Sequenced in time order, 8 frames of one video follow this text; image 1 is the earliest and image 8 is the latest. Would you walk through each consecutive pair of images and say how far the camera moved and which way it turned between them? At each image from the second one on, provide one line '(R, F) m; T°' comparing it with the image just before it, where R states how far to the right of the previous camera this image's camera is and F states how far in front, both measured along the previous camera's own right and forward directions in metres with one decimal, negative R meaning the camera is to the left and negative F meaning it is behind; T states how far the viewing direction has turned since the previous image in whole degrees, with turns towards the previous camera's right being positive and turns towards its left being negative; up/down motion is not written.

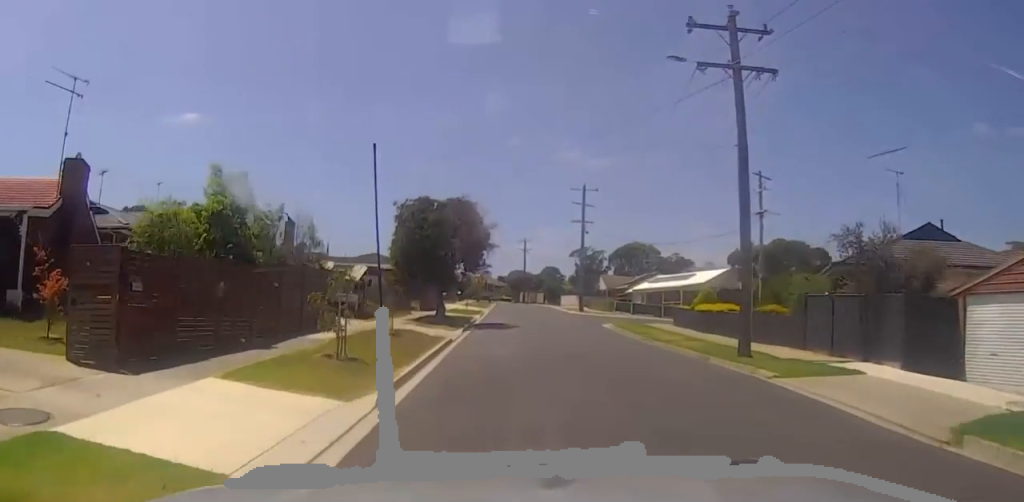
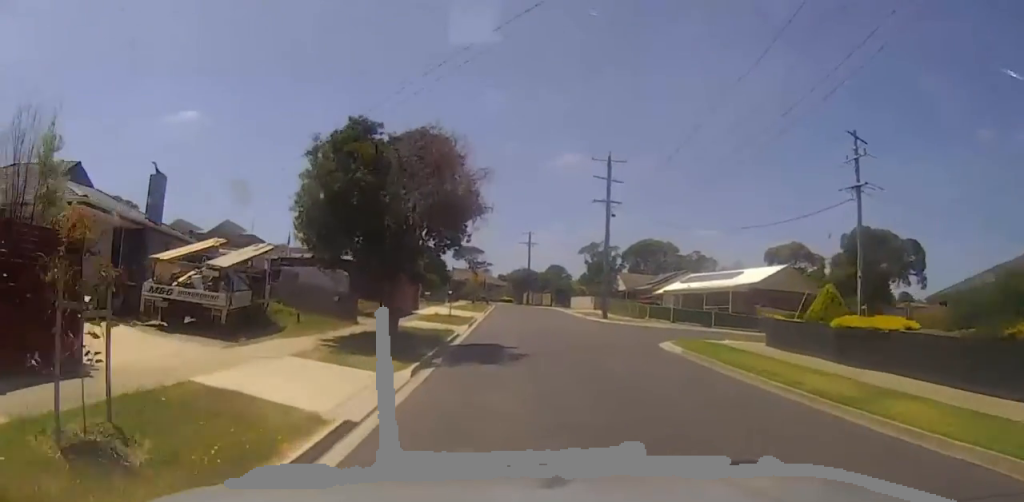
(-0.3, +15.8) m; 0°
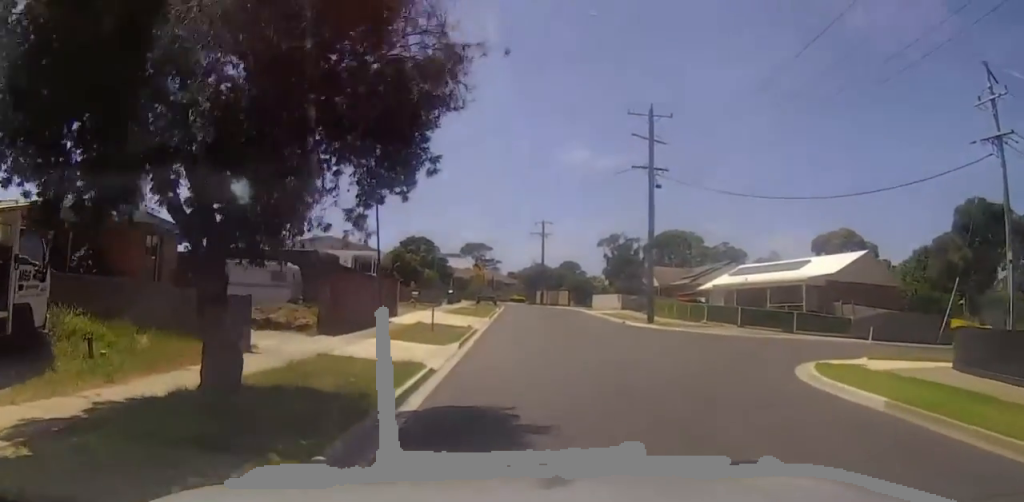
(+0.3, +13.0) m; -1°
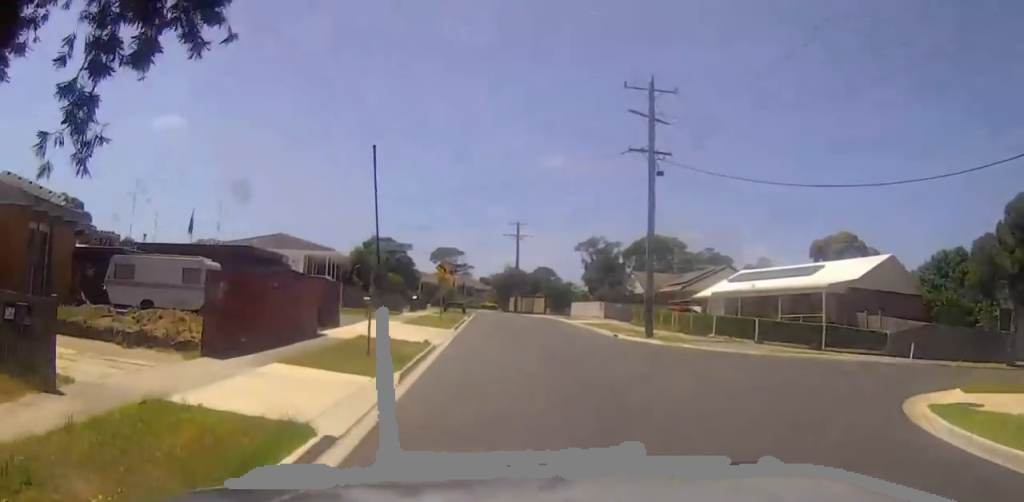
(+0.1, +7.0) m; -2°
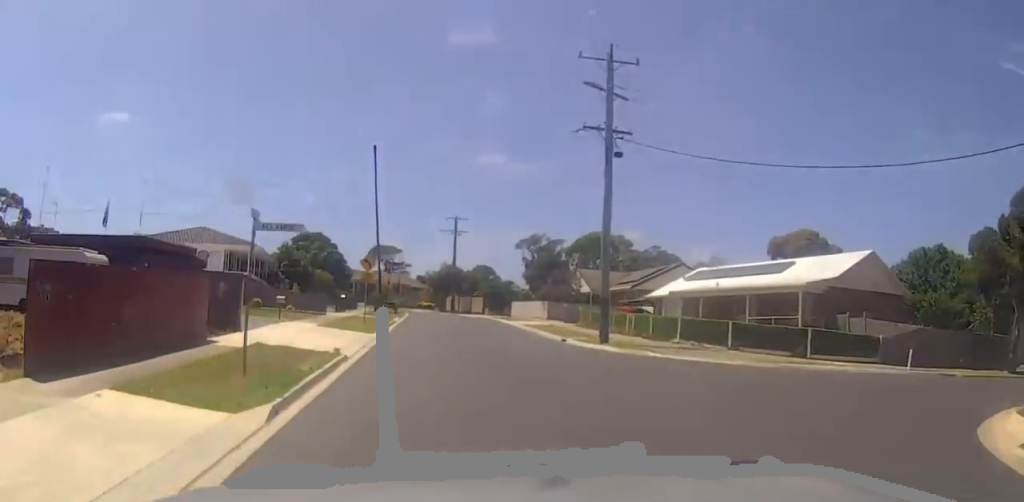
(-0.7, +4.7) m; +8°
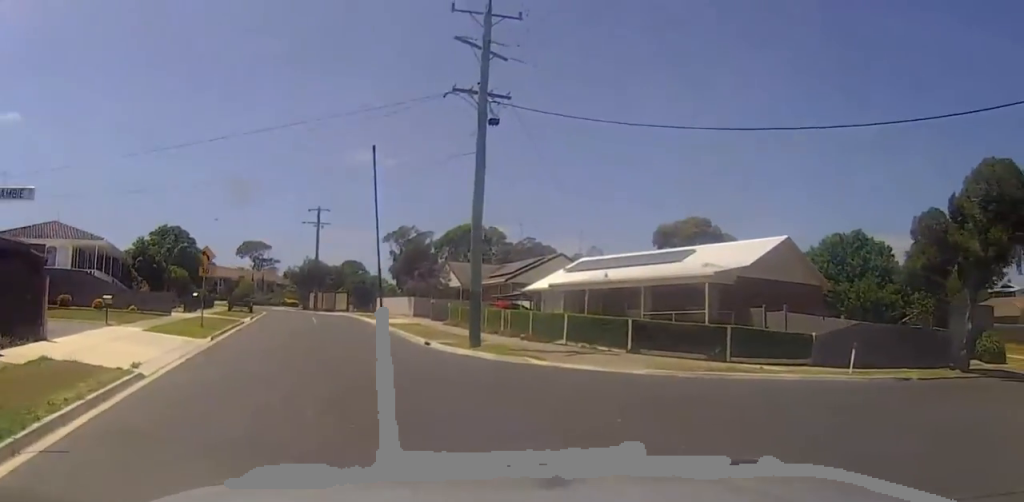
(+0.5, +4.7) m; +11°
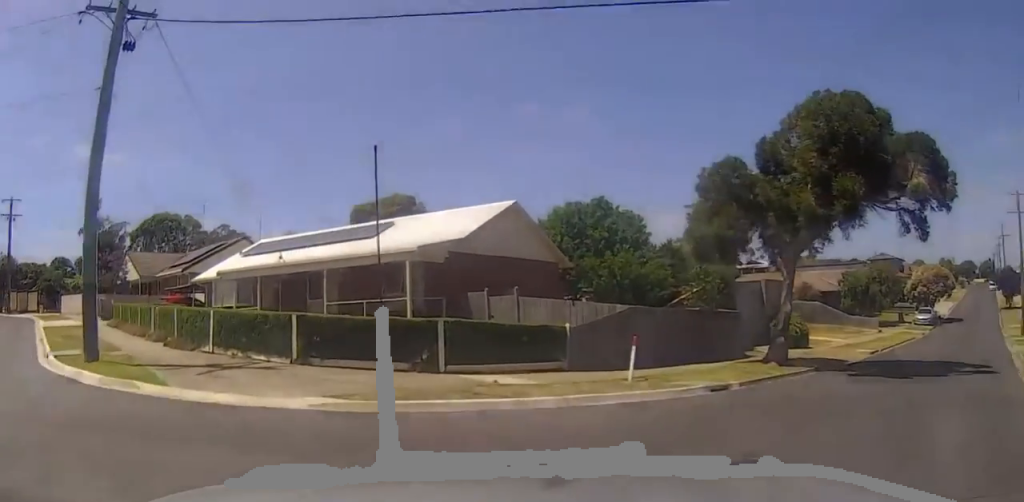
(+1.7, +7.2) m; +21°
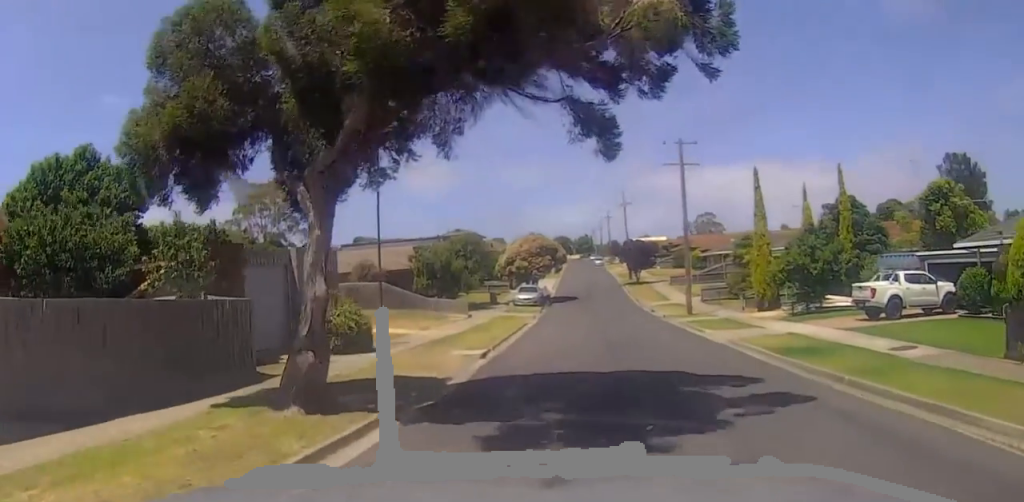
(+3.3, +9.0) m; +36°
